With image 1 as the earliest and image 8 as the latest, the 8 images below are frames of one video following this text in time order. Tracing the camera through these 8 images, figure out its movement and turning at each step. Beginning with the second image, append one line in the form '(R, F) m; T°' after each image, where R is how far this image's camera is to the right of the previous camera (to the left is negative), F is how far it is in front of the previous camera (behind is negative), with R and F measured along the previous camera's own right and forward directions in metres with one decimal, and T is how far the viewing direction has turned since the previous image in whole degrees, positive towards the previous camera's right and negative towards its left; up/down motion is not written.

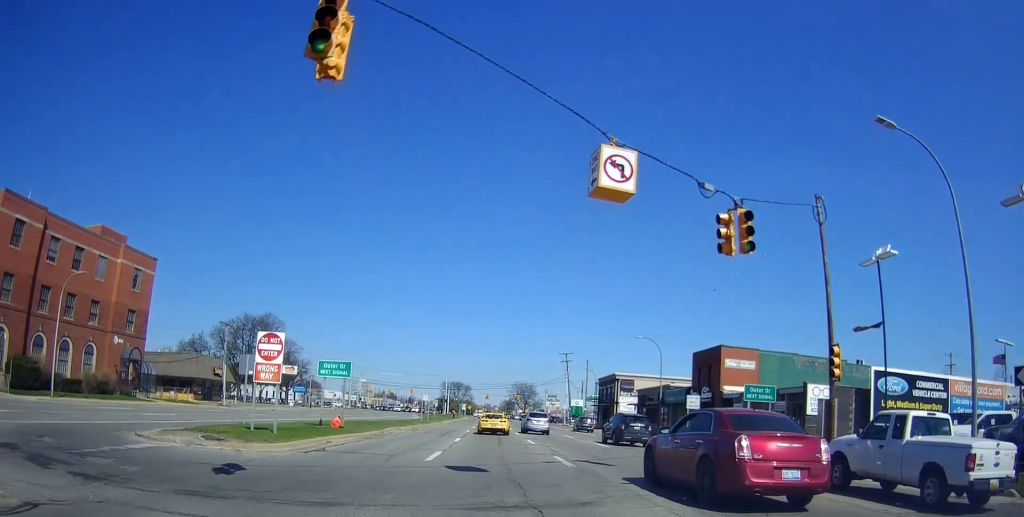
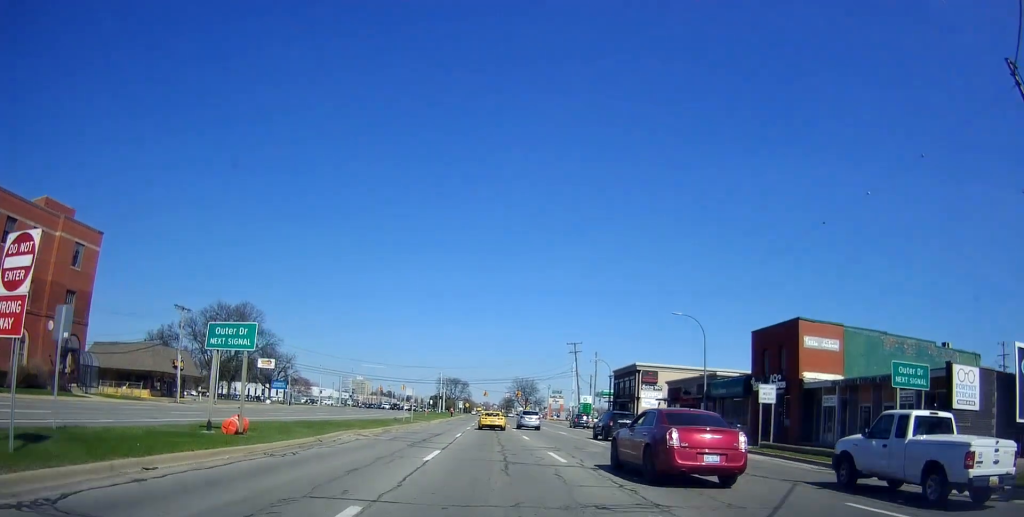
(-0.3, +10.5) m; -3°
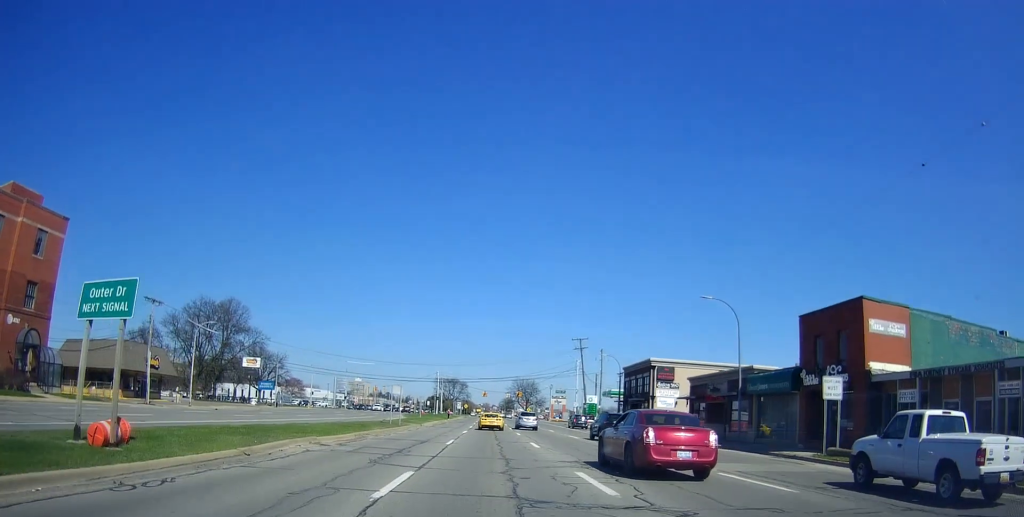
(+0.2, +5.8) m; -2°
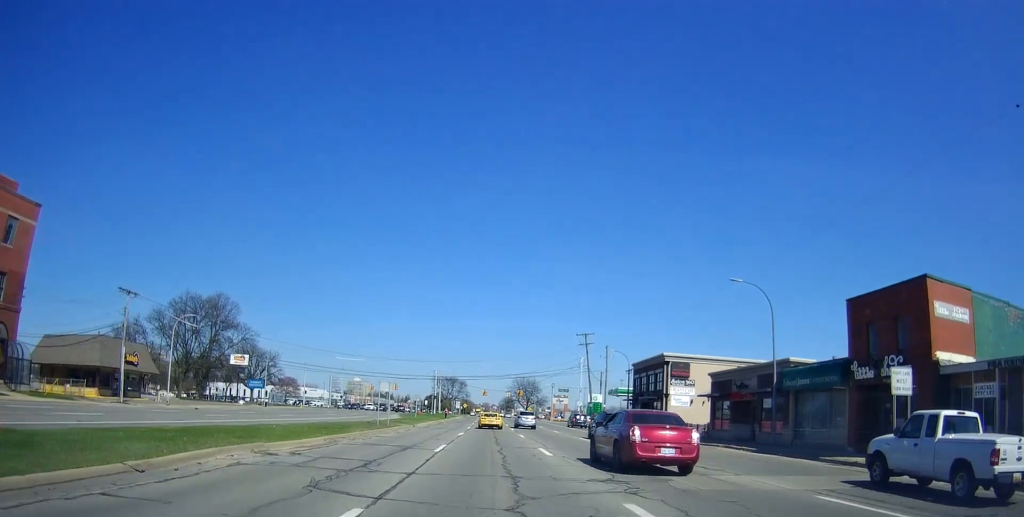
(-0.3, +4.7) m; +1°
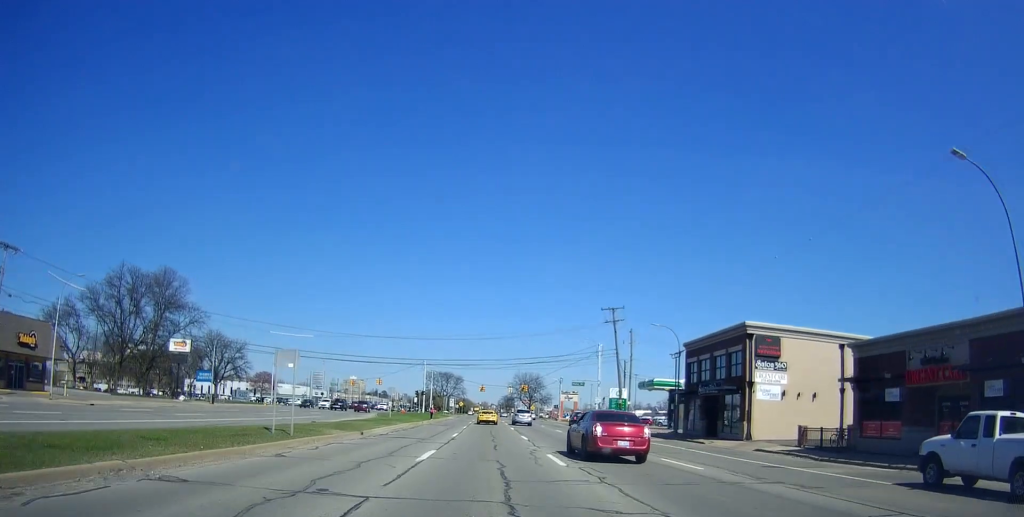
(+0.7, +17.4) m; +2°
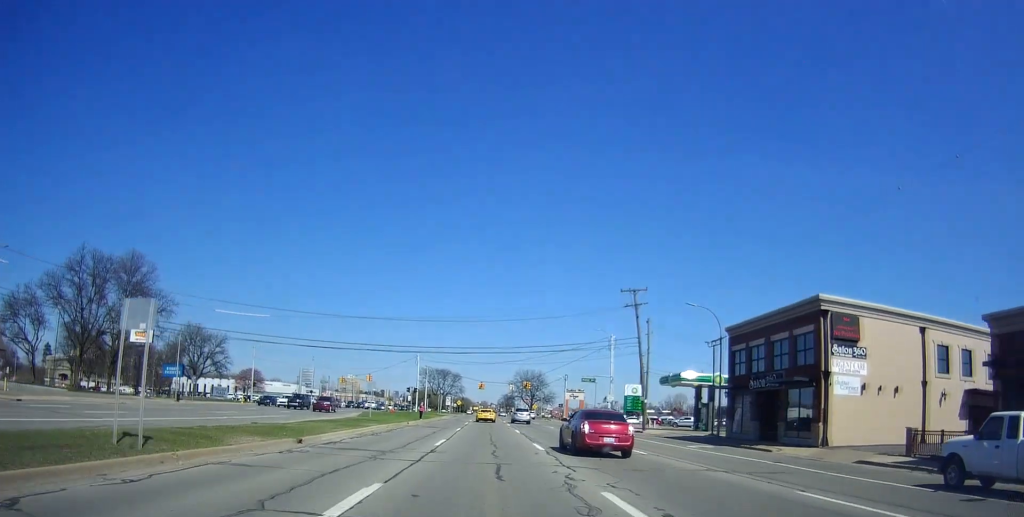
(-0.5, +9.1) m; 0°
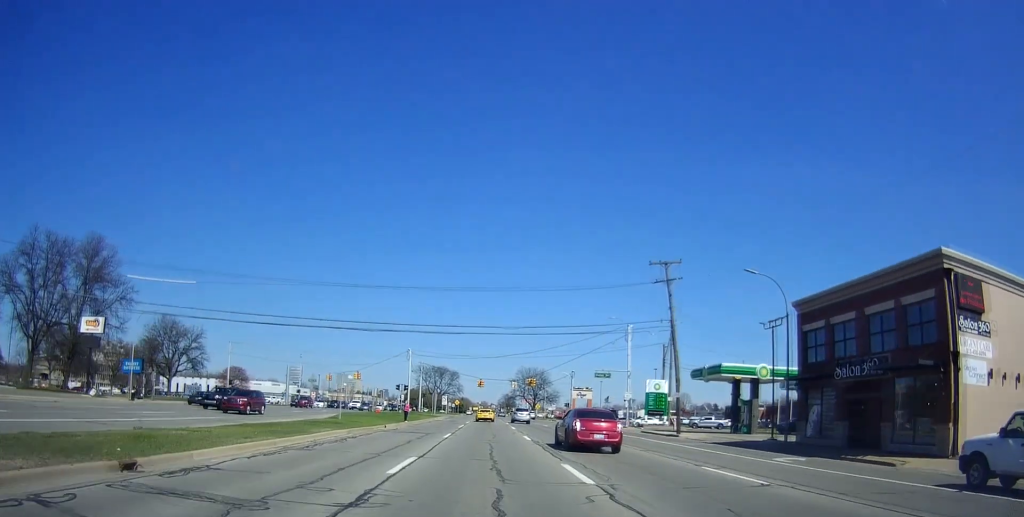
(0.0, +9.5) m; -1°
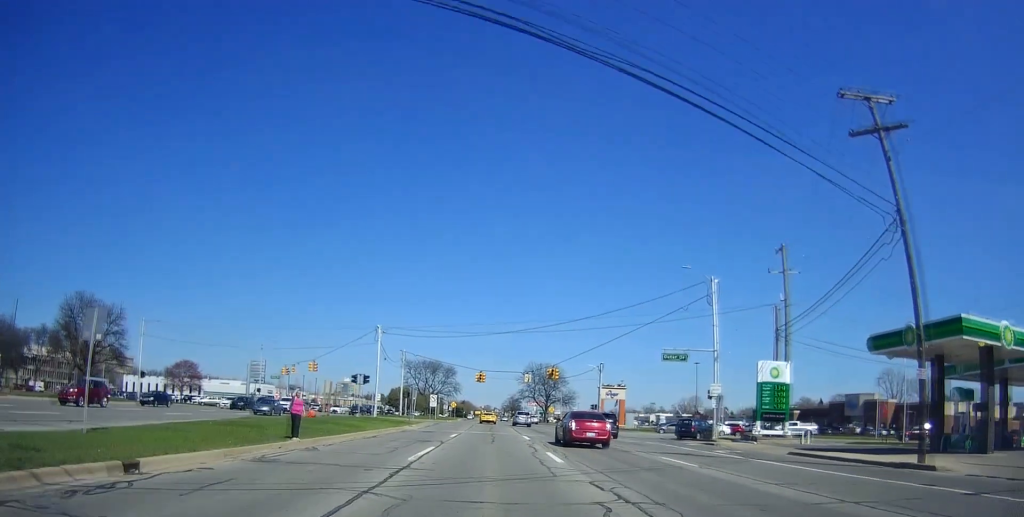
(-0.8, +25.5) m; -2°
